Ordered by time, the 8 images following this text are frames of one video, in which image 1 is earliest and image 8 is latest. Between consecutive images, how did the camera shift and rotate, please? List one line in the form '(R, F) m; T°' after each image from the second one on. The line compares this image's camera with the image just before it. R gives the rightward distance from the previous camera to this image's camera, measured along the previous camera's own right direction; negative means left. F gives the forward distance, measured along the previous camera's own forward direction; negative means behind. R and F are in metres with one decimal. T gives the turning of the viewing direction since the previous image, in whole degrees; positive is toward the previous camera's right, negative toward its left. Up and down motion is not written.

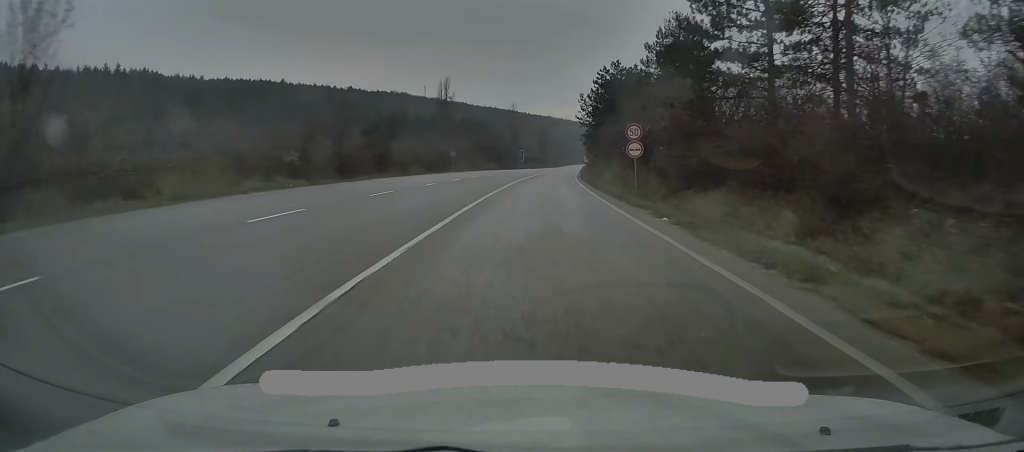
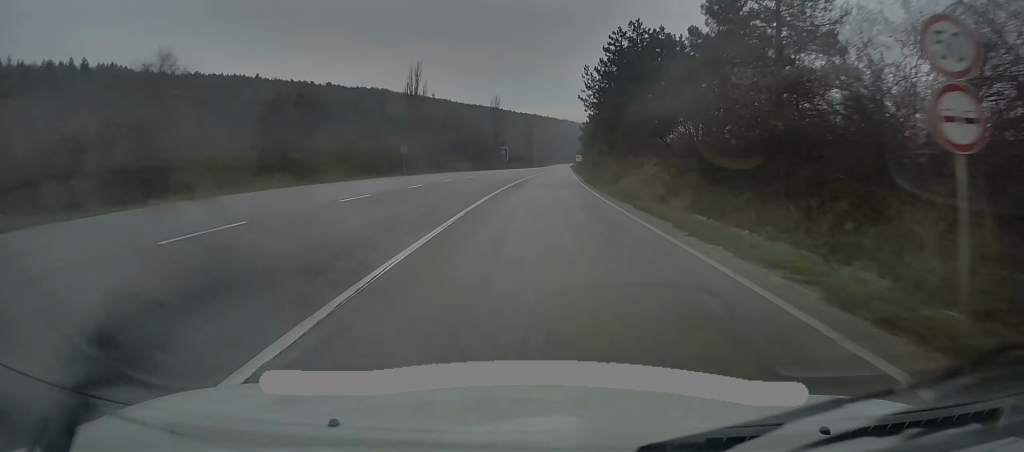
(+0.3, +21.5) m; +2°
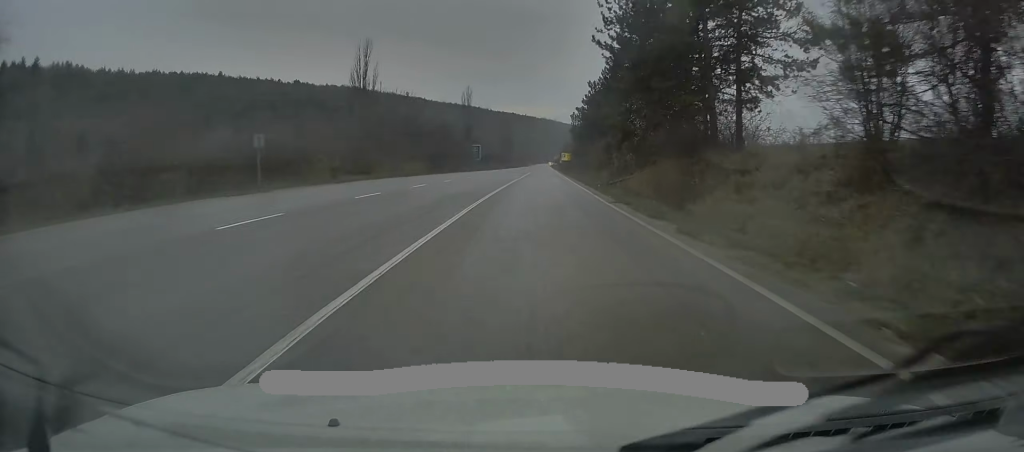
(+0.5, +25.0) m; +2°
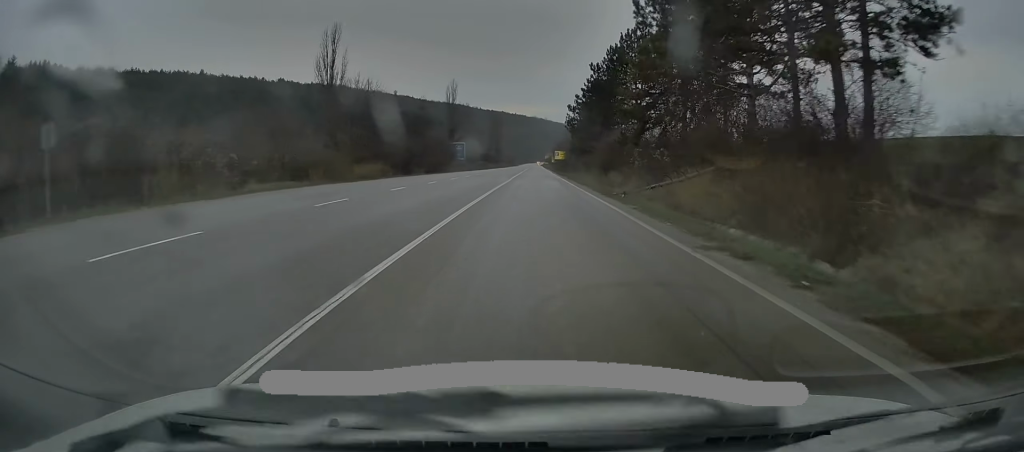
(0.0, +12.5) m; +1°
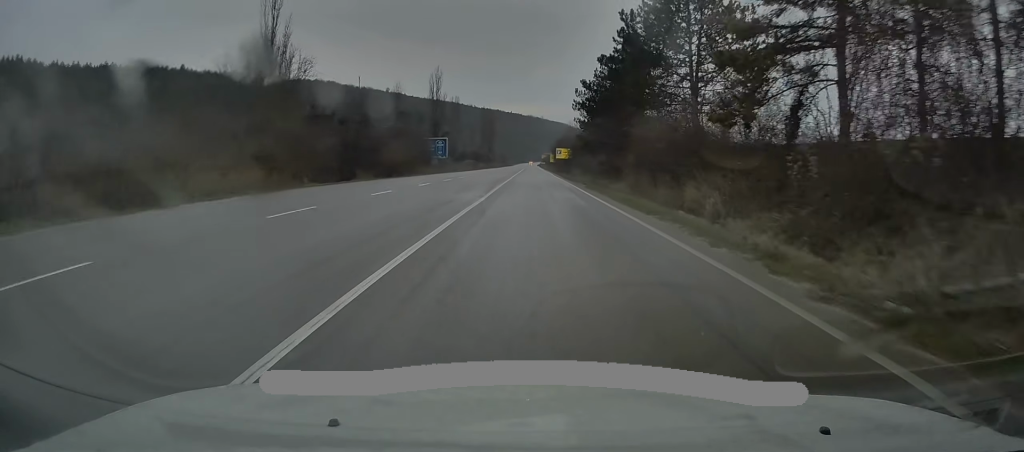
(+0.3, +21.1) m; 0°
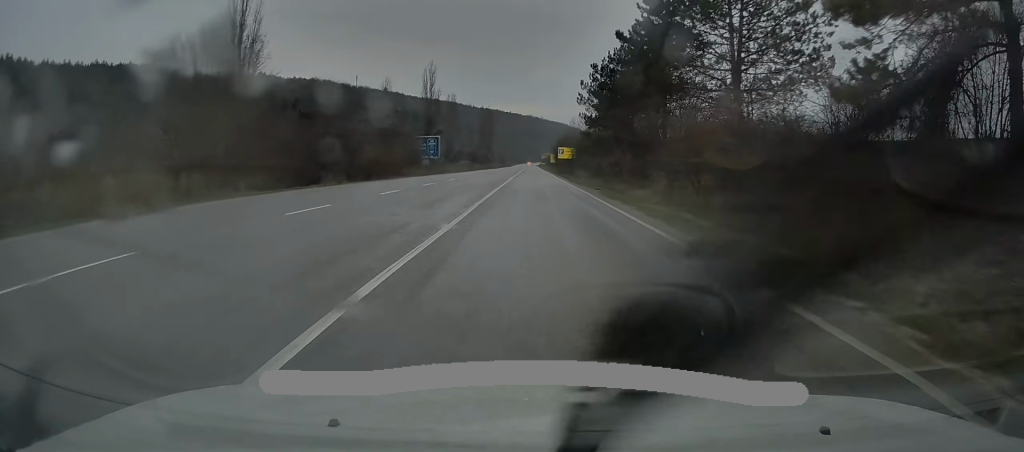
(-0.1, +8.0) m; 0°
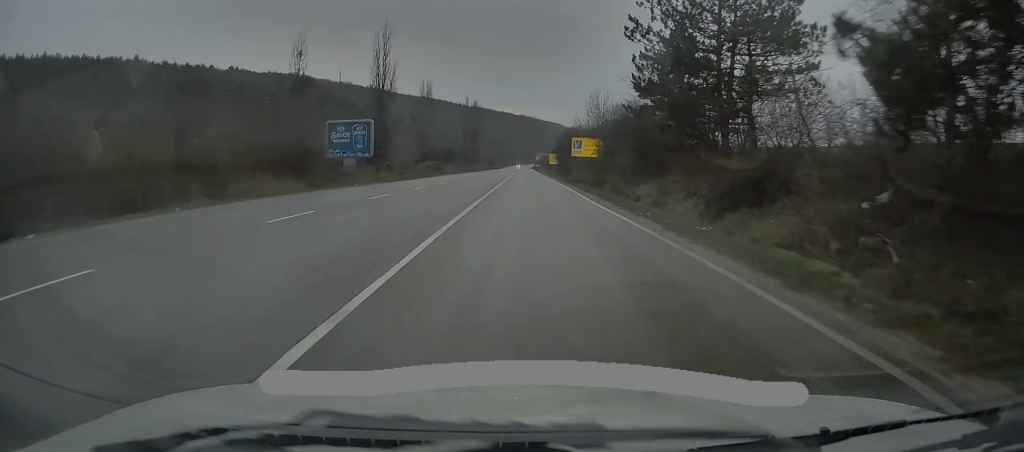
(+0.4, +37.1) m; +1°
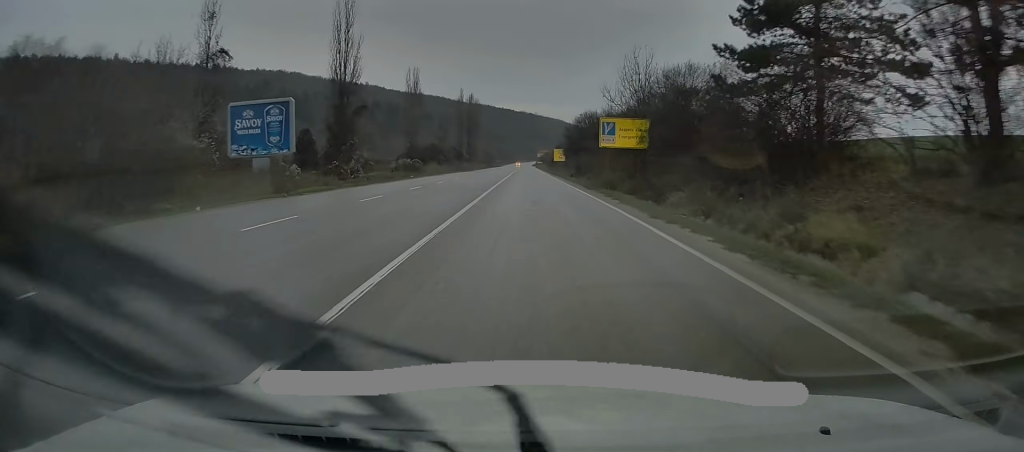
(-0.2, +19.3) m; -1°
